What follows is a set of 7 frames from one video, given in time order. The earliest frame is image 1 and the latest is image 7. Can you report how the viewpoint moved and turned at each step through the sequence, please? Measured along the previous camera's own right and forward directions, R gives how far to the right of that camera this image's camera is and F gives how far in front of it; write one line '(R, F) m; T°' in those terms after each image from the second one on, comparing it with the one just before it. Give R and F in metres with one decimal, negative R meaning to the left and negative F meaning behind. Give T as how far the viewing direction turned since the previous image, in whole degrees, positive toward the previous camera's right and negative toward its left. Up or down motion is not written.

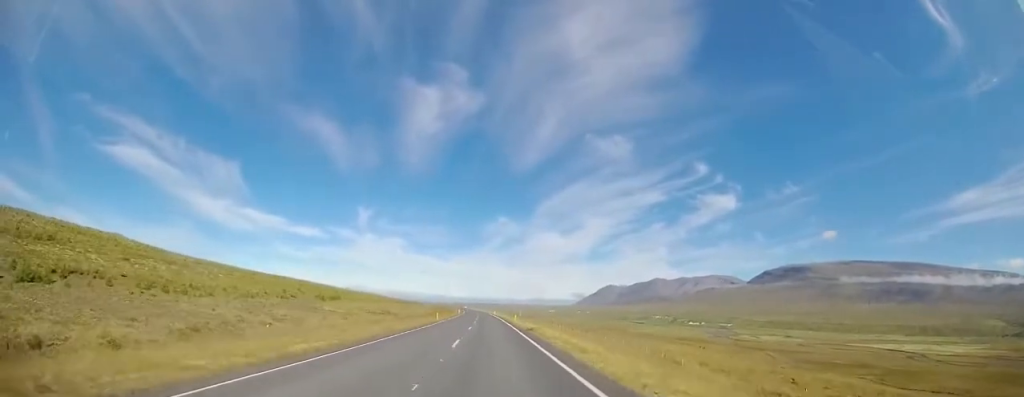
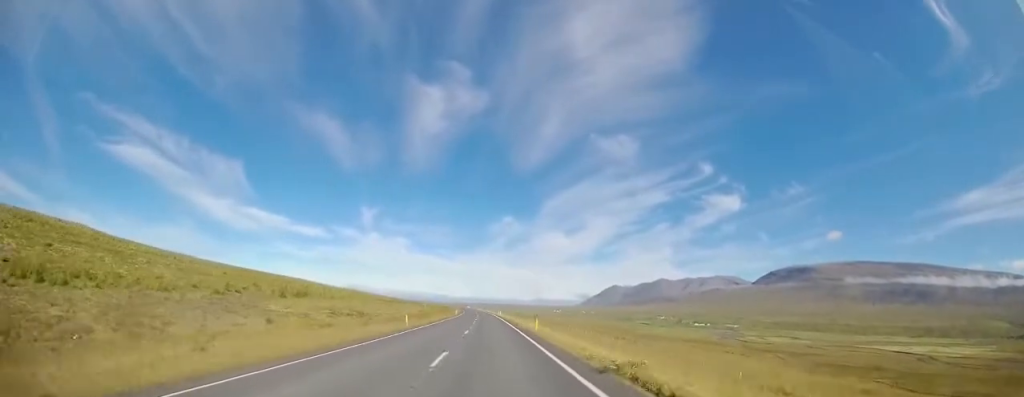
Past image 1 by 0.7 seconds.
(-0.2, +17.1) m; -1°
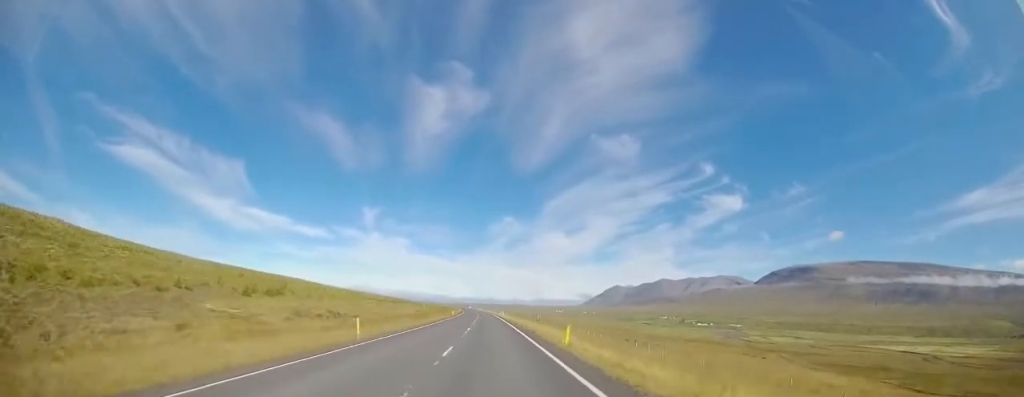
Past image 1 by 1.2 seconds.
(0.0, +10.1) m; 0°
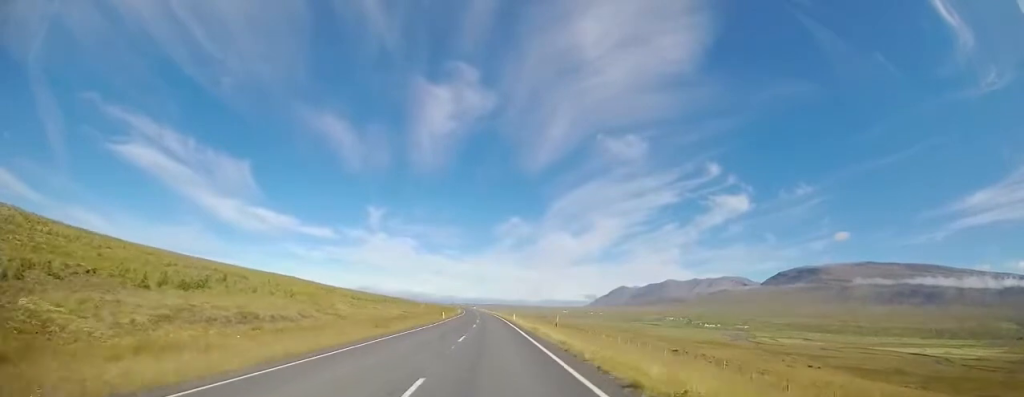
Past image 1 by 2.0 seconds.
(-0.1, +18.6) m; 0°
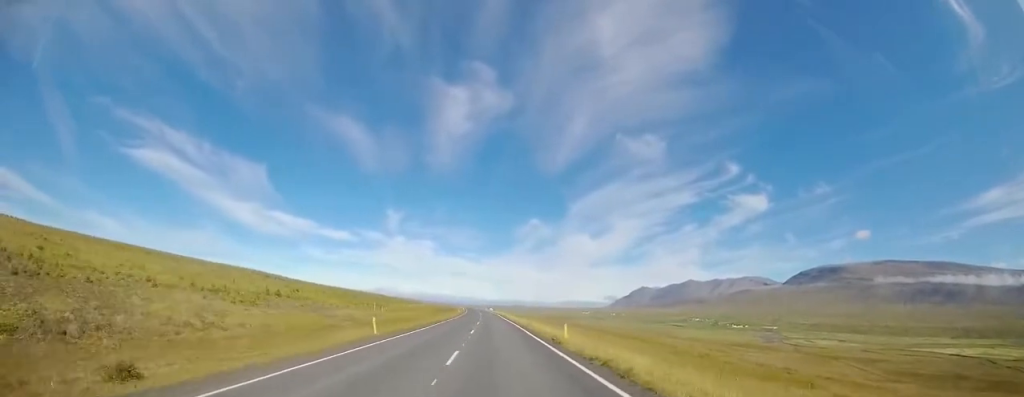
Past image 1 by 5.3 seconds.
(-1.7, +77.7) m; -3°
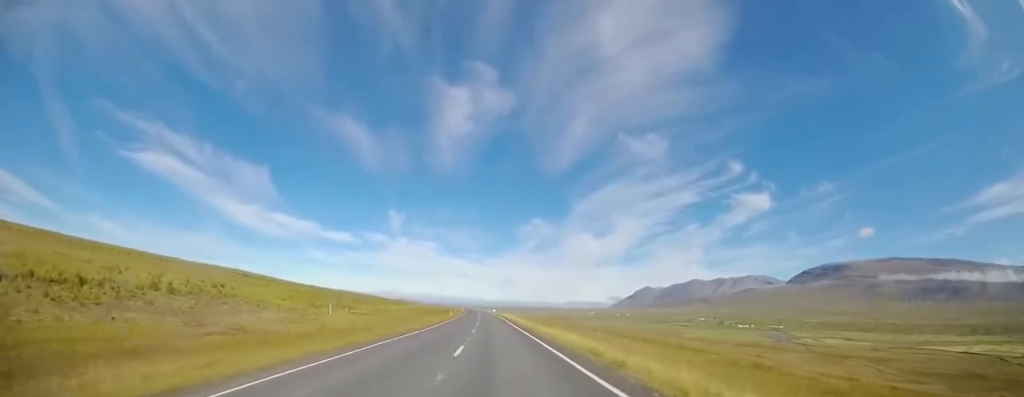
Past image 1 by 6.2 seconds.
(-0.1, +21.9) m; -1°
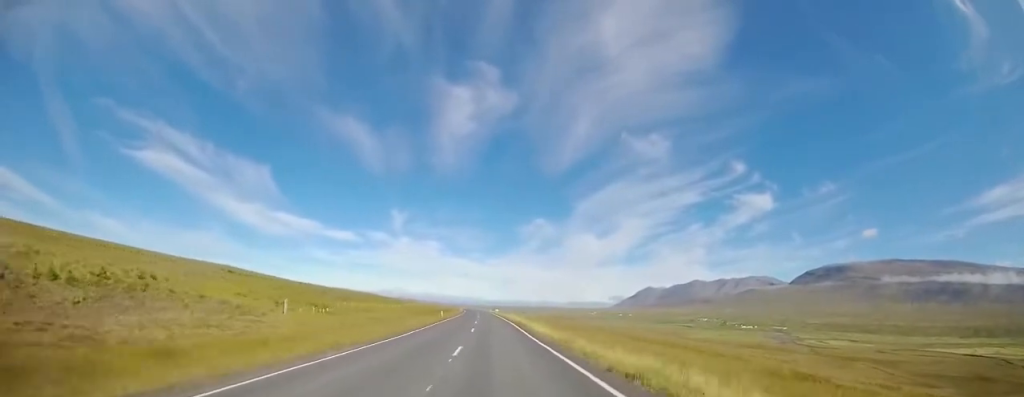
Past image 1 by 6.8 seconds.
(-0.2, +12.6) m; -1°
